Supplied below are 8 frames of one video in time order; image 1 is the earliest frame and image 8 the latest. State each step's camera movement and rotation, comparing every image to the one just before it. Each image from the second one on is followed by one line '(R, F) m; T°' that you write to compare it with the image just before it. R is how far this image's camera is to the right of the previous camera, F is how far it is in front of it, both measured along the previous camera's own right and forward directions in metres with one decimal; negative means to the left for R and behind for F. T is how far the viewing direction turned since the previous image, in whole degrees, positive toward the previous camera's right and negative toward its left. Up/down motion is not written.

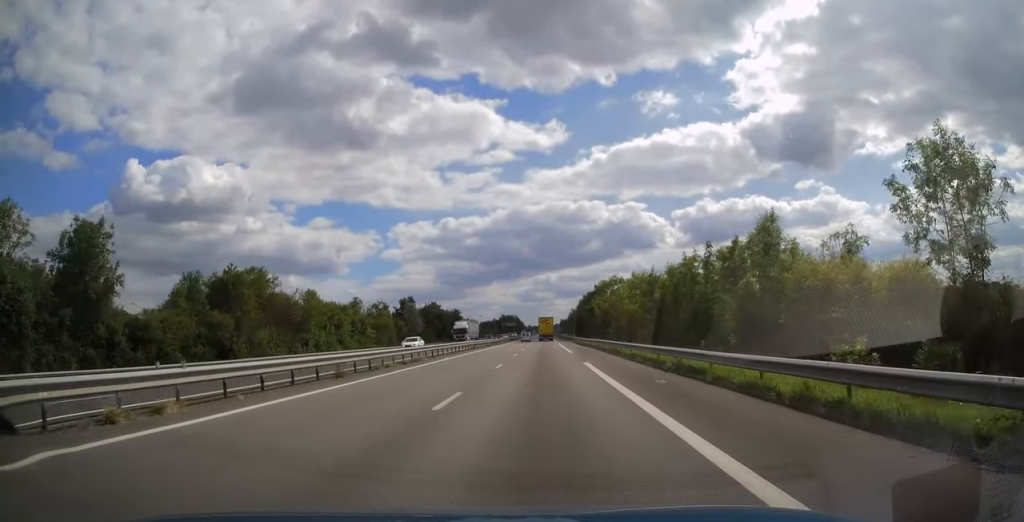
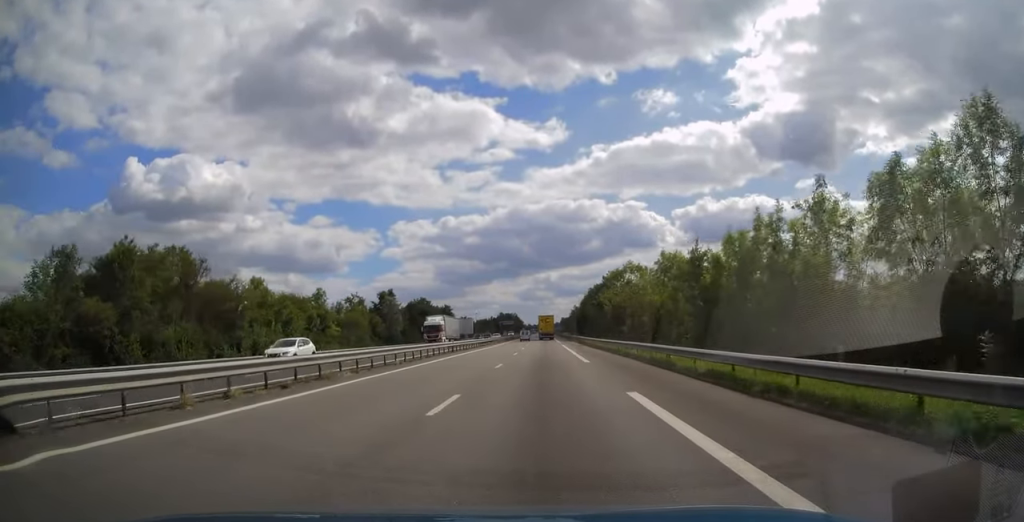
(0.0, +13.6) m; 0°
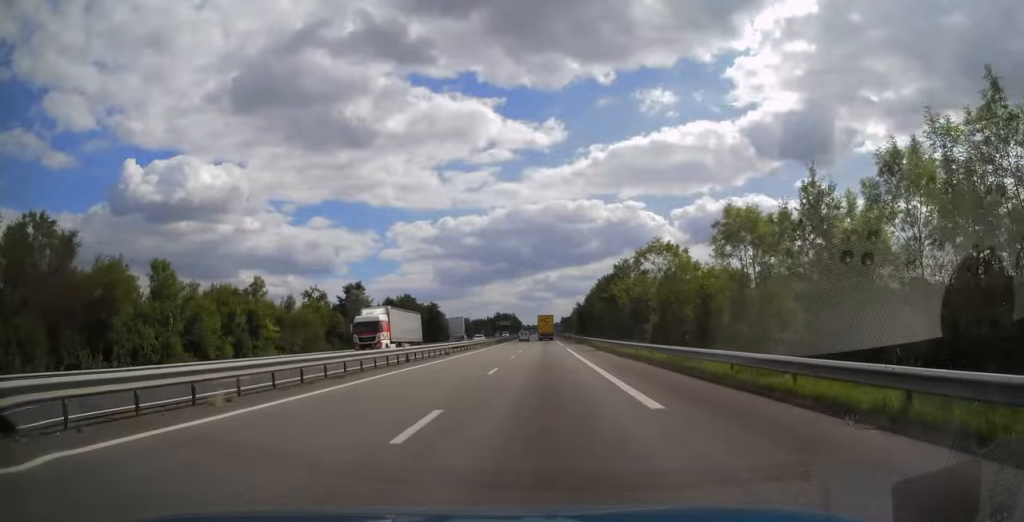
(0.0, +15.3) m; 0°
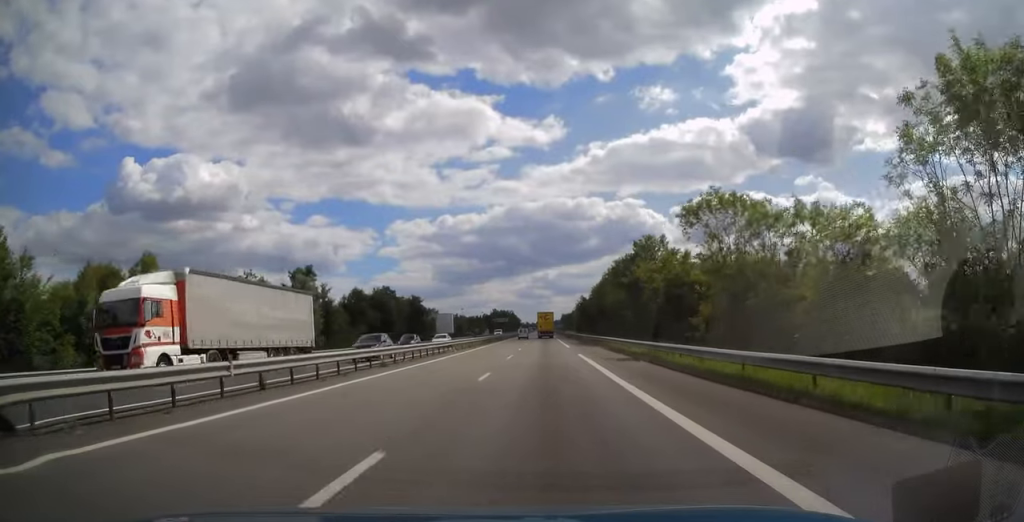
(0.0, +16.4) m; 0°
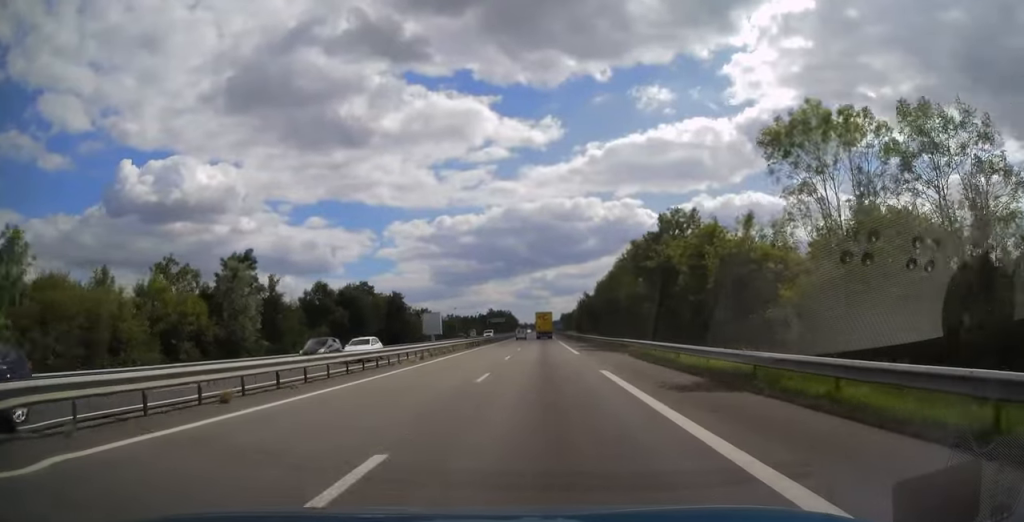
(0.0, +12.8) m; 0°
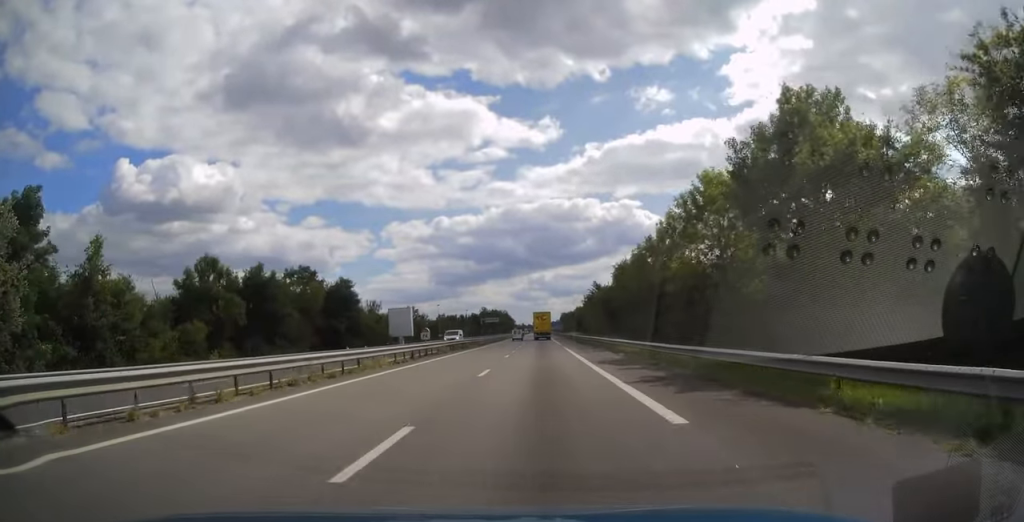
(+0.2, +23.6) m; 0°
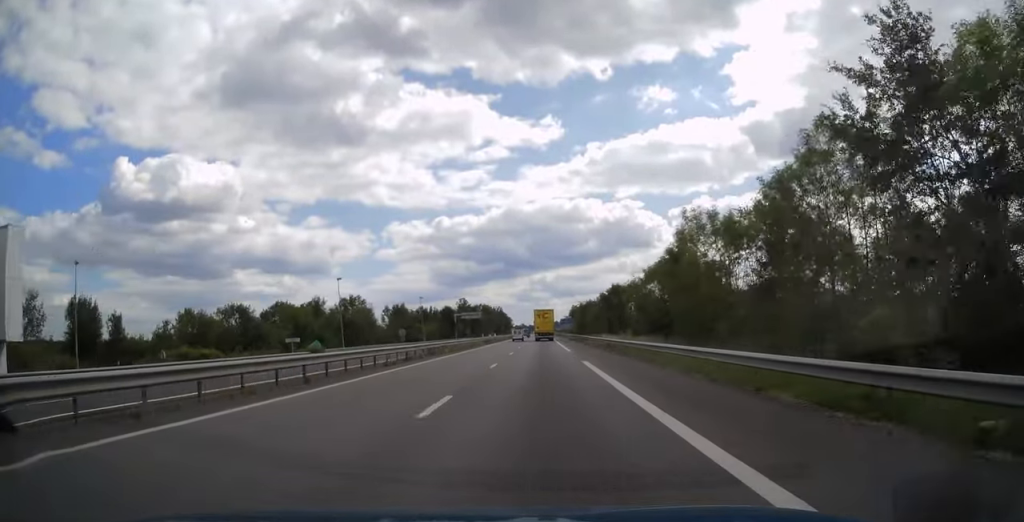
(-0.7, +72.2) m; 0°
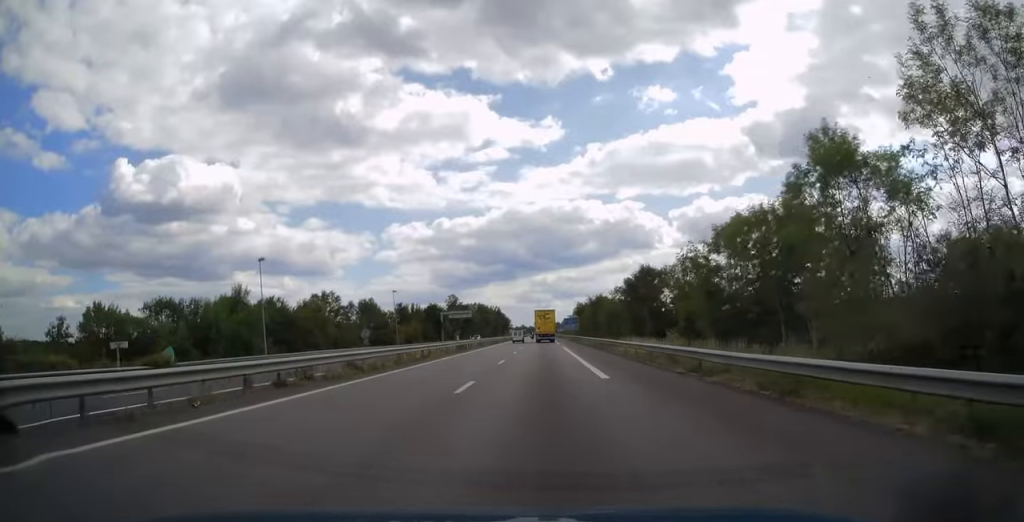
(+0.1, +21.4) m; 0°
